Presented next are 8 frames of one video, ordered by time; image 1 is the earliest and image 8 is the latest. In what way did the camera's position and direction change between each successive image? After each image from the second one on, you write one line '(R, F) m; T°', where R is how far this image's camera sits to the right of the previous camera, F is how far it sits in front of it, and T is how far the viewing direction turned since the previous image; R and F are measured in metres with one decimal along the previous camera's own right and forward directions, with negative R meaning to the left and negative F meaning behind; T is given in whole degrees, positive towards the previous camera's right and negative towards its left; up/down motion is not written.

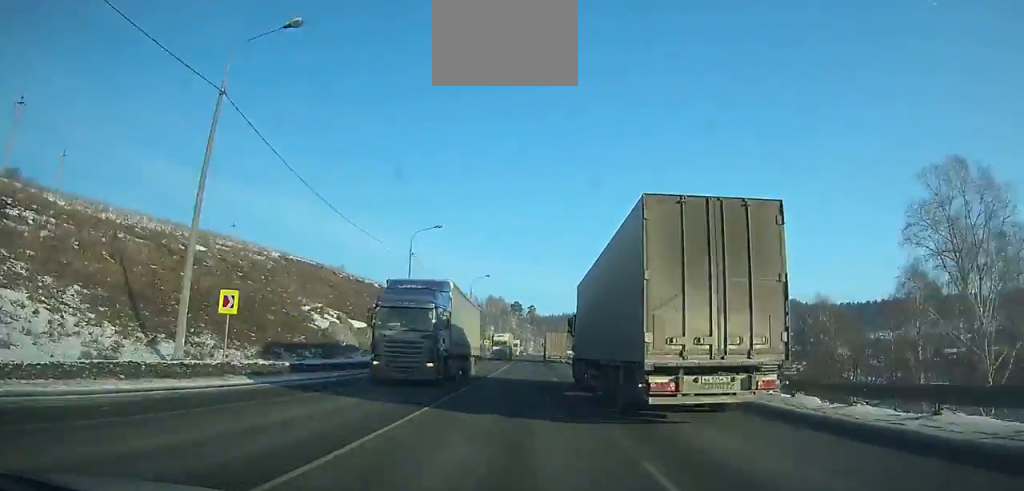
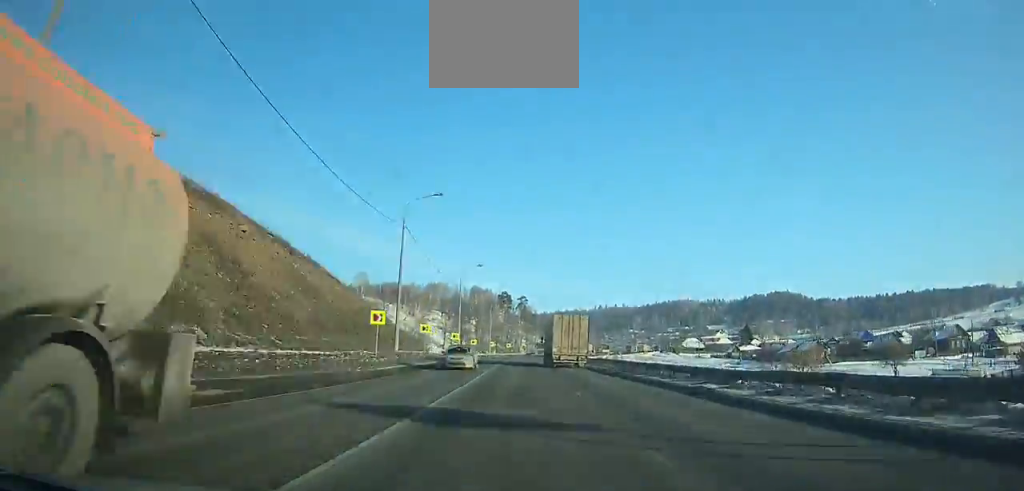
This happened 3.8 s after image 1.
(+0.5, +81.7) m; +1°
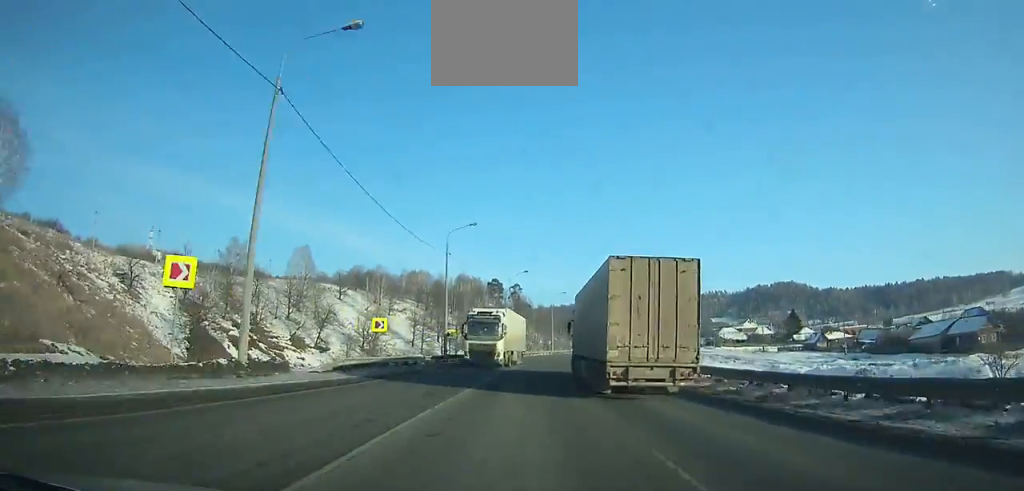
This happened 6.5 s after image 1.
(+0.4, +62.0) m; +4°
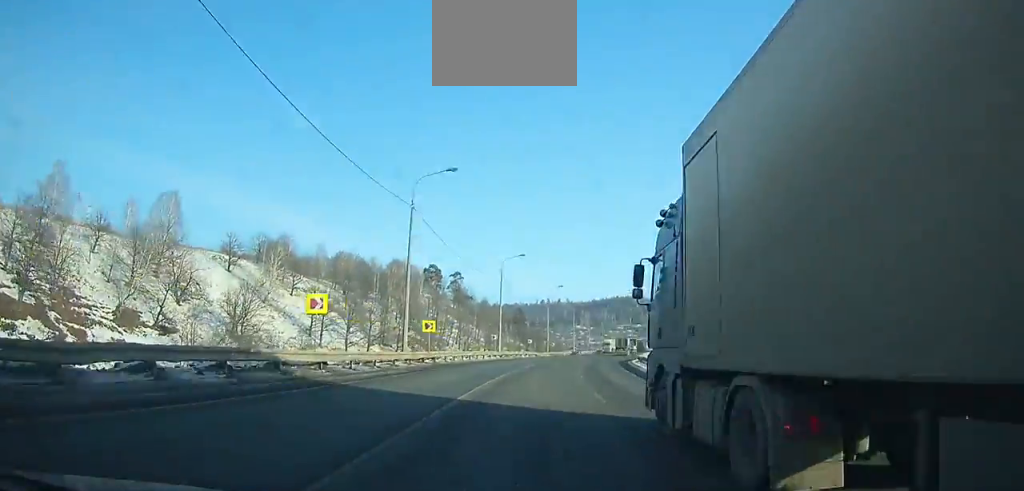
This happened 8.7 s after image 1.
(+1.6, +50.8) m; +6°
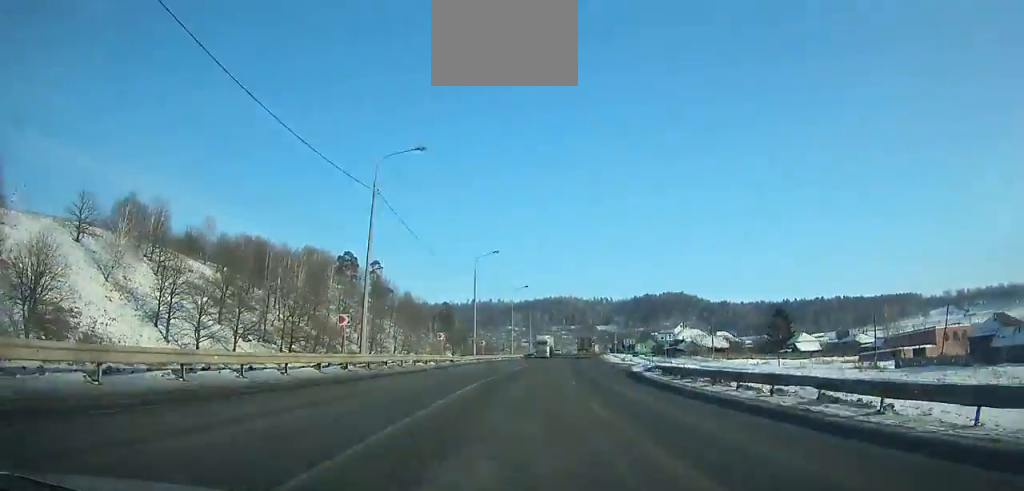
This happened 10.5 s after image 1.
(+2.9, +40.9) m; +4°
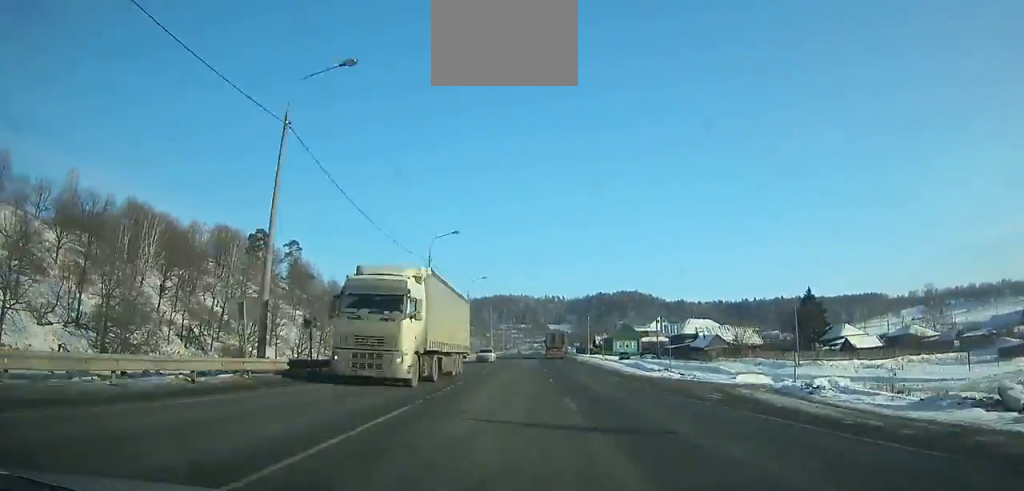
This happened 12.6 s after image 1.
(+2.1, +47.3) m; +4°
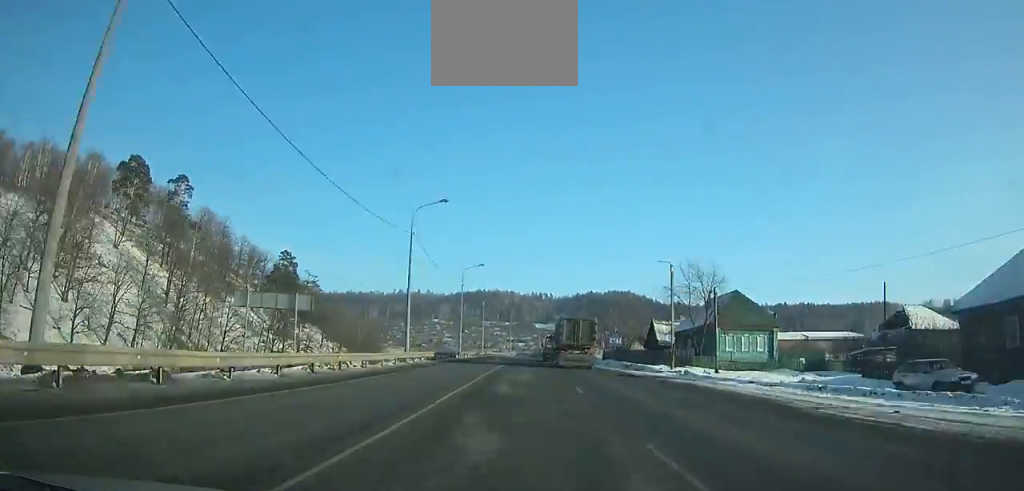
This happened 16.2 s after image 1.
(+2.0, +78.5) m; +2°
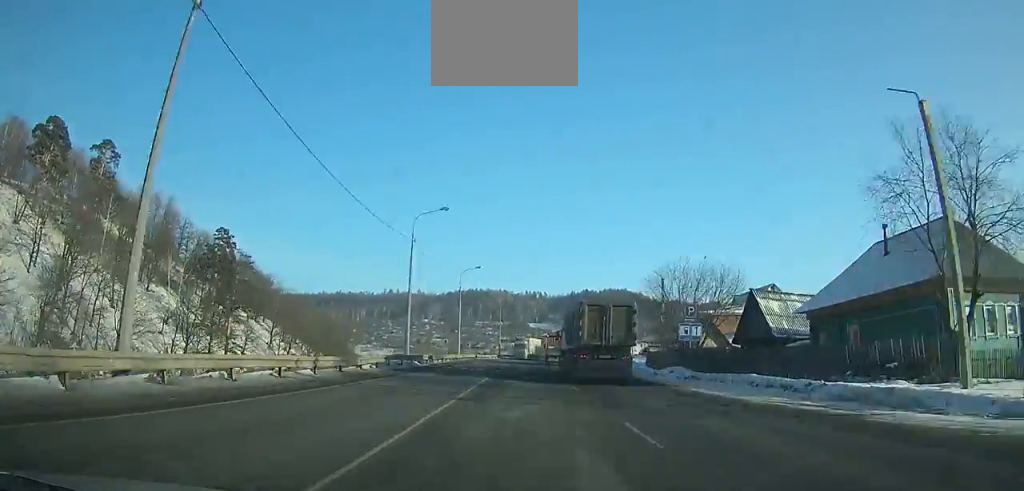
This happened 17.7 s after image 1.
(+0.1, +31.9) m; +1°
